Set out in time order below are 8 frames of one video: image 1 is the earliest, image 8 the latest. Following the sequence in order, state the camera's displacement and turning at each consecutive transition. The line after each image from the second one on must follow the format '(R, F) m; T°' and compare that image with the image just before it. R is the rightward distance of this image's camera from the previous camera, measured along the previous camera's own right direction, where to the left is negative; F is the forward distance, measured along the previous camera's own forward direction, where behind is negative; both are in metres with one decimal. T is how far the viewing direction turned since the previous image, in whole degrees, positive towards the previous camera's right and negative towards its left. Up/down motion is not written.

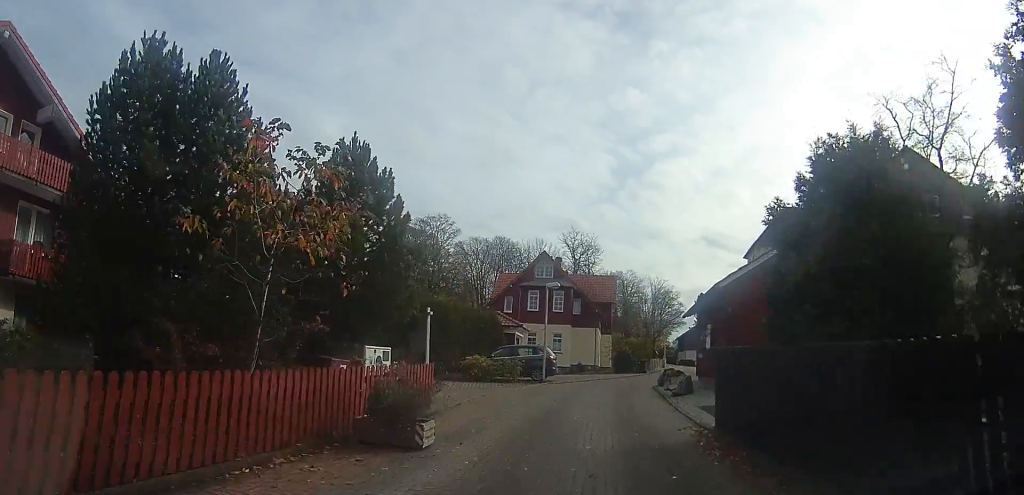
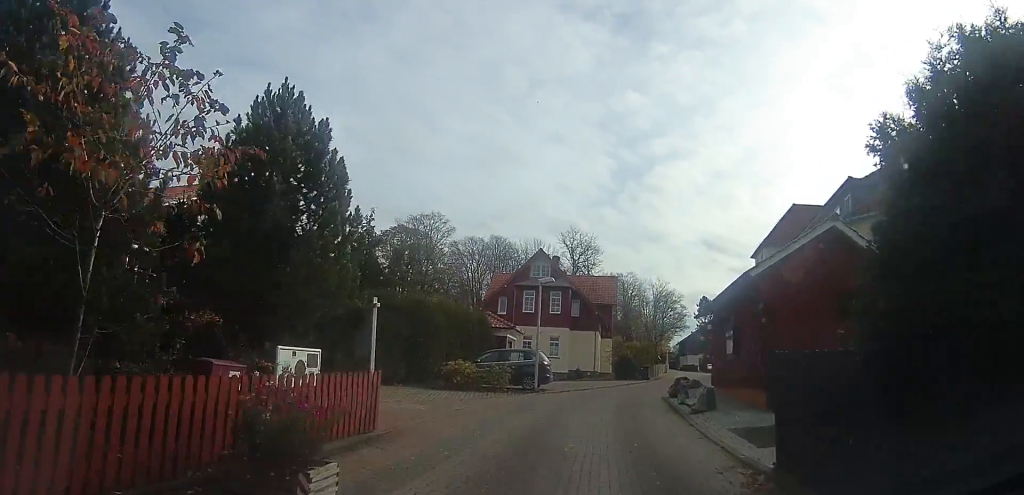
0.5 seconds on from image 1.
(+0.1, +2.6) m; -8°
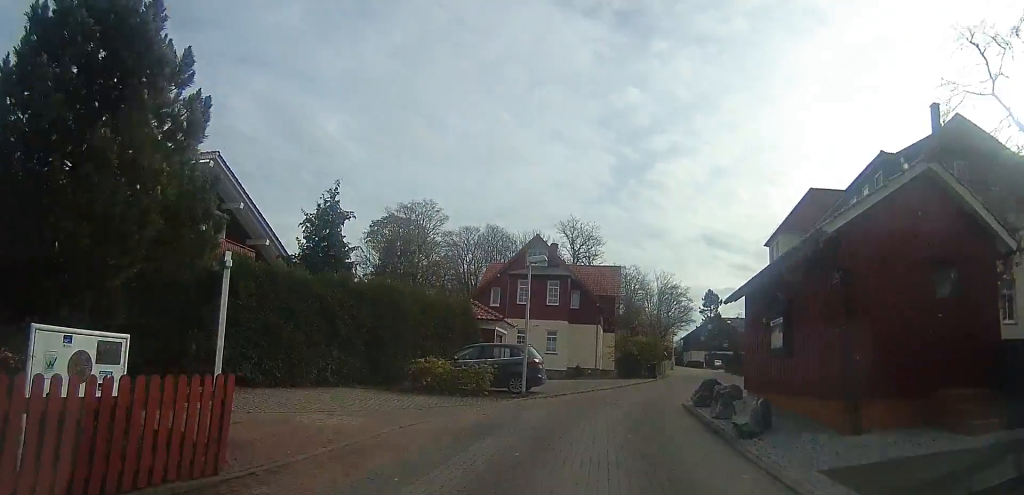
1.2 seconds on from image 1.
(-0.6, +3.4) m; 0°
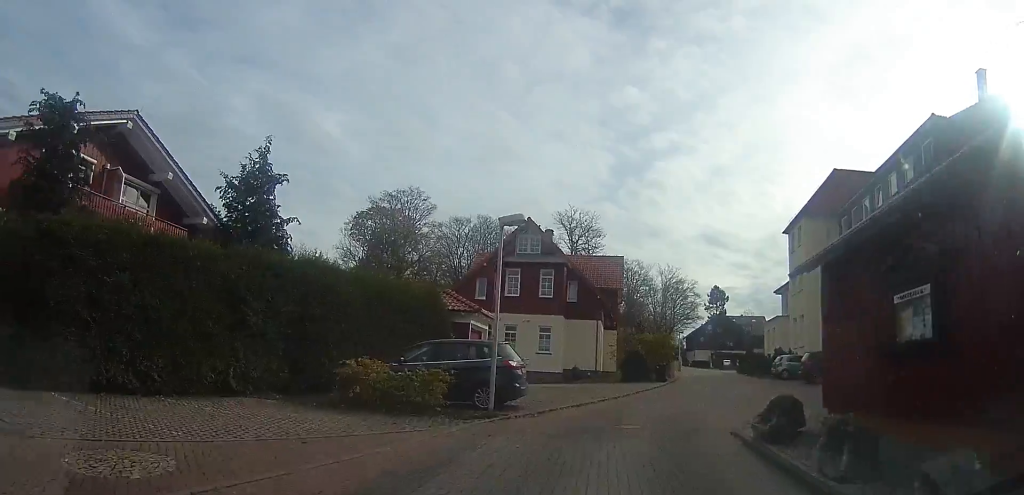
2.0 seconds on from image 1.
(+0.2, +4.7) m; +5°
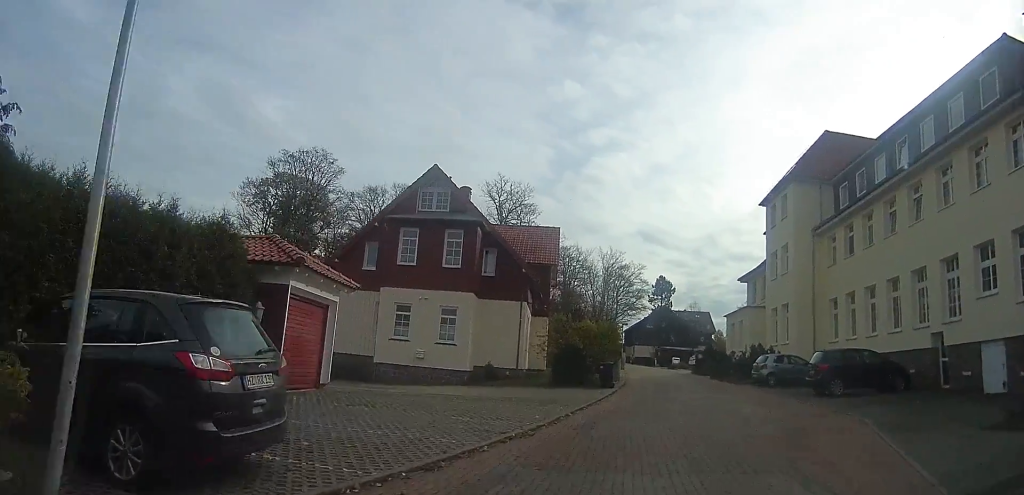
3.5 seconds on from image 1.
(+0.7, +8.3) m; -5°
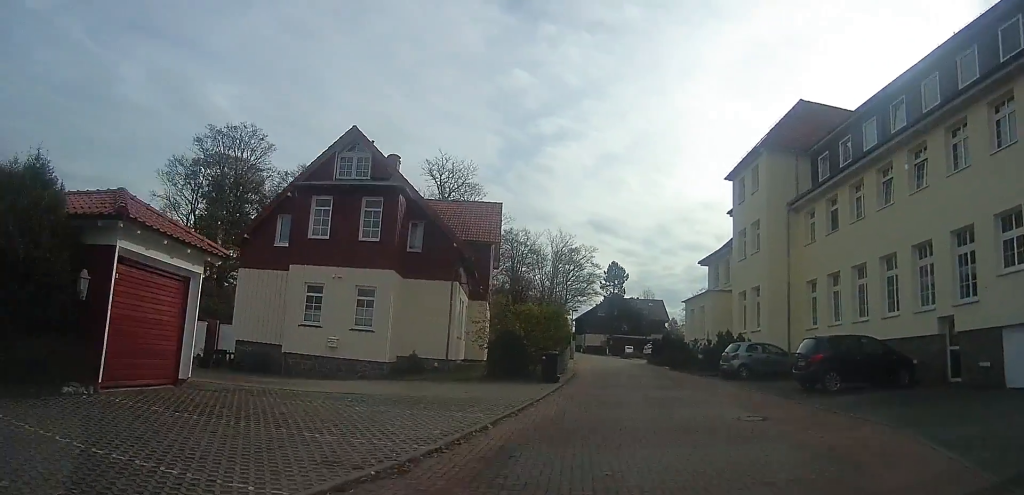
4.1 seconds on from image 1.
(-0.5, +3.2) m; 0°
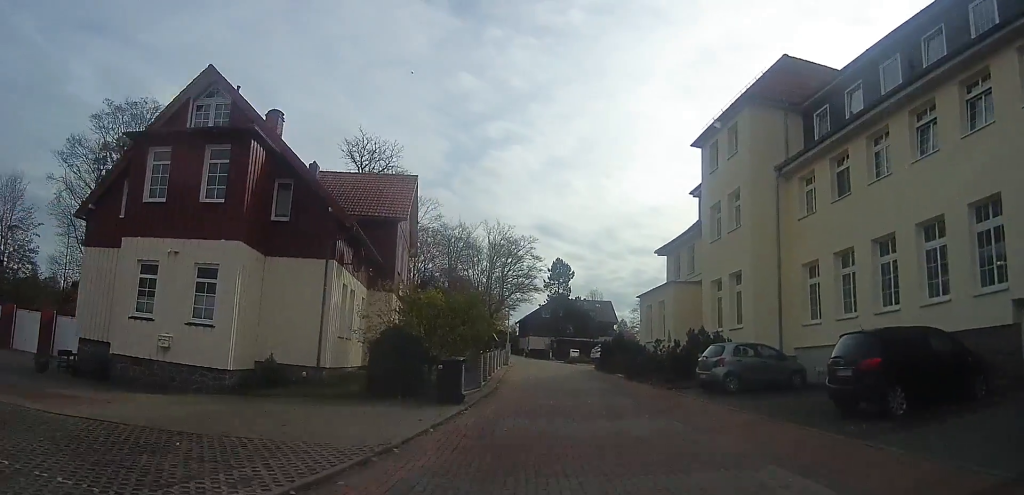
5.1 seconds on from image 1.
(+0.2, +5.6) m; +15°
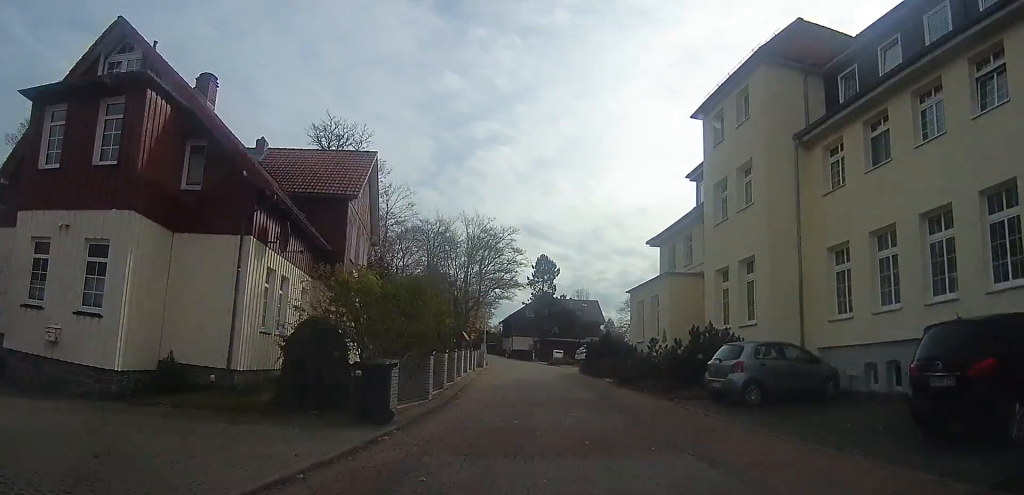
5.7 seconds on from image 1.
(+0.2, +3.3) m; +11°
